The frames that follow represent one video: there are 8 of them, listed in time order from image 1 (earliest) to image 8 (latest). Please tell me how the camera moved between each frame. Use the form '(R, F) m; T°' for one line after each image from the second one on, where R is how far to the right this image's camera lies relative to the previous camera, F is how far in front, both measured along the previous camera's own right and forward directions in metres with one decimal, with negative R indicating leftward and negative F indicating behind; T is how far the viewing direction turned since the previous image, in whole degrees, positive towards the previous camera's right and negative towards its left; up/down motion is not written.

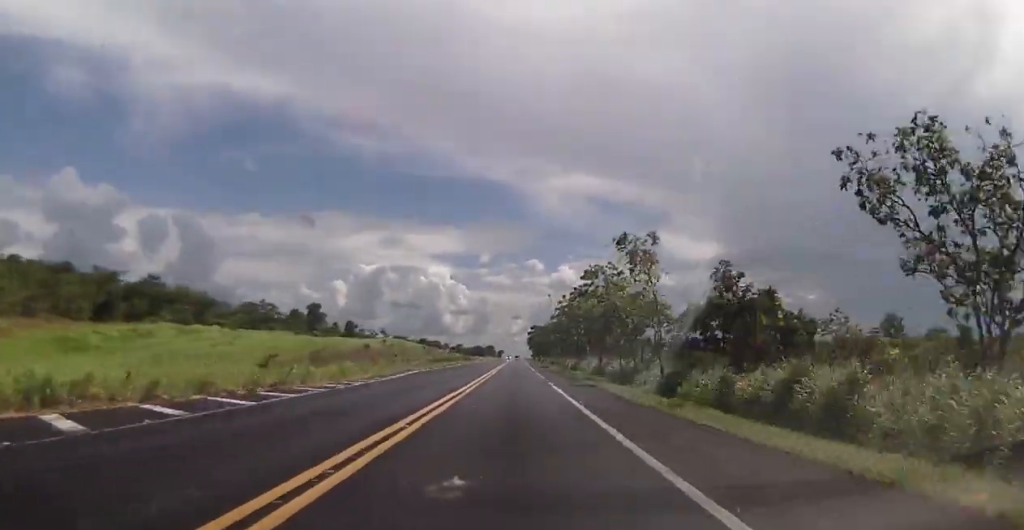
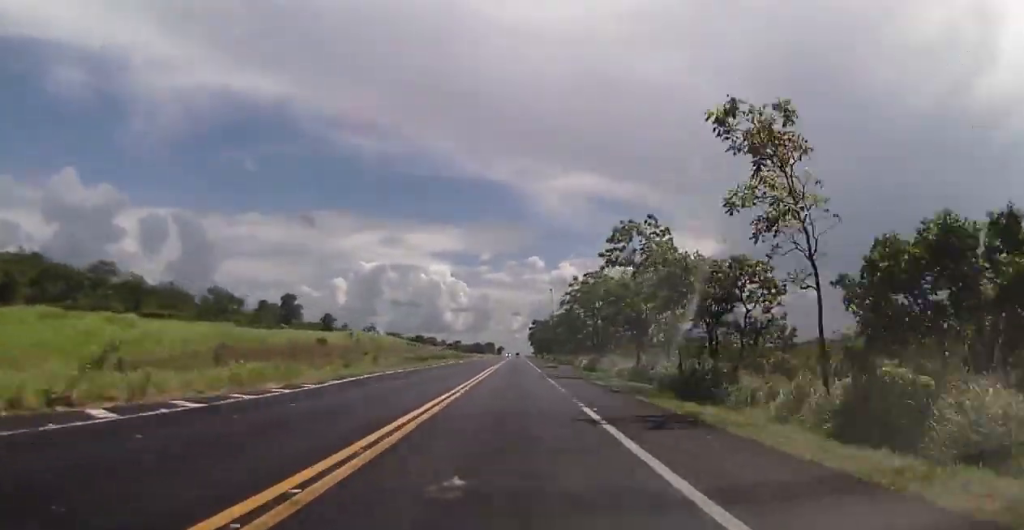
(+0.1, +18.5) m; 0°
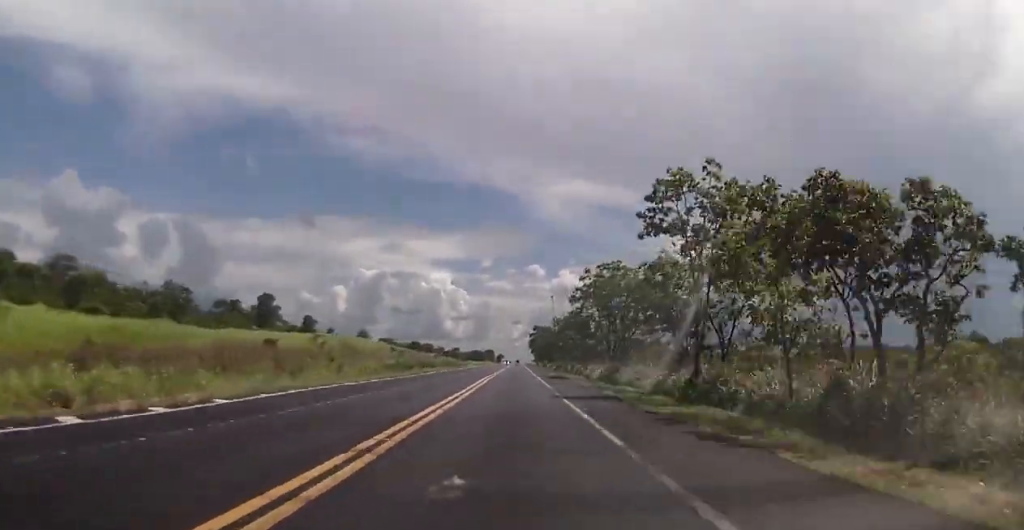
(0.0, +13.1) m; 0°
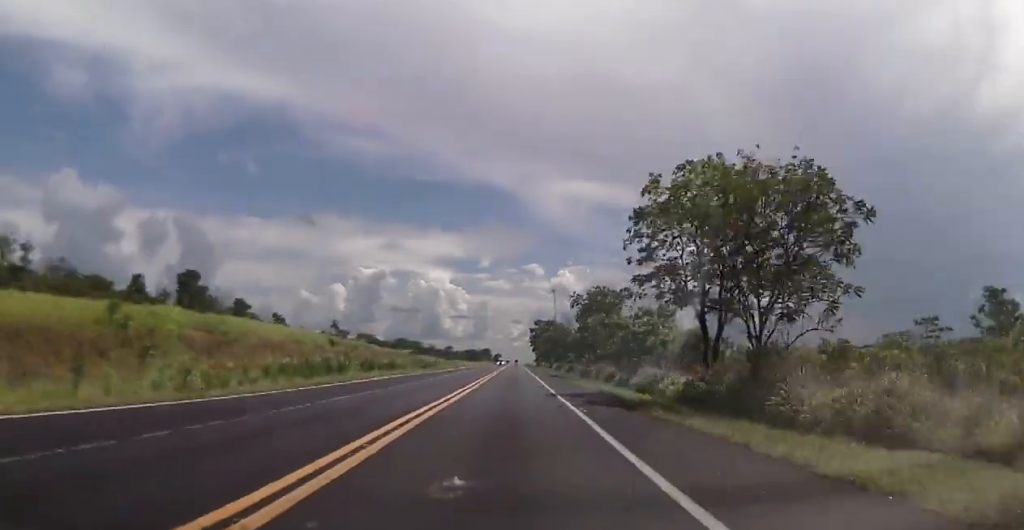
(0.0, +31.7) m; 0°
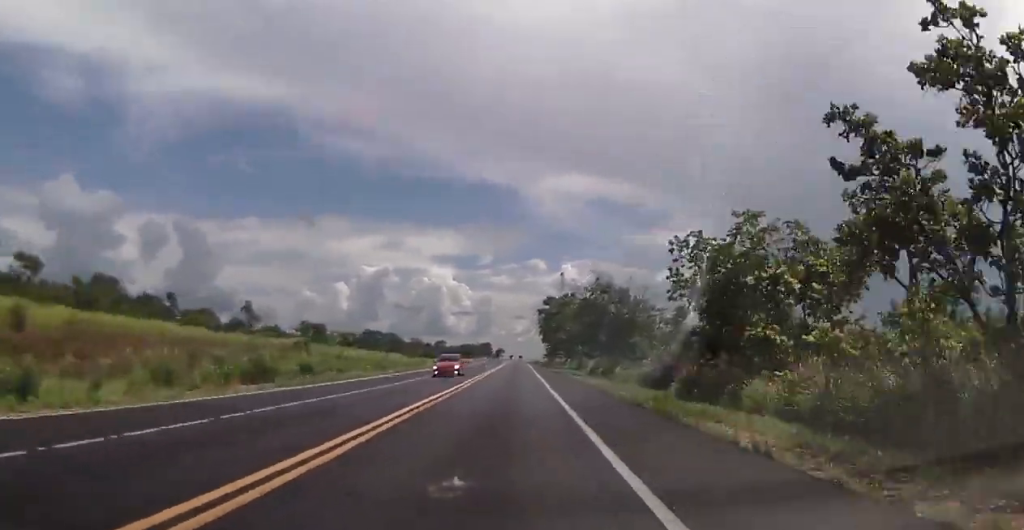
(0.0, +60.4) m; -1°
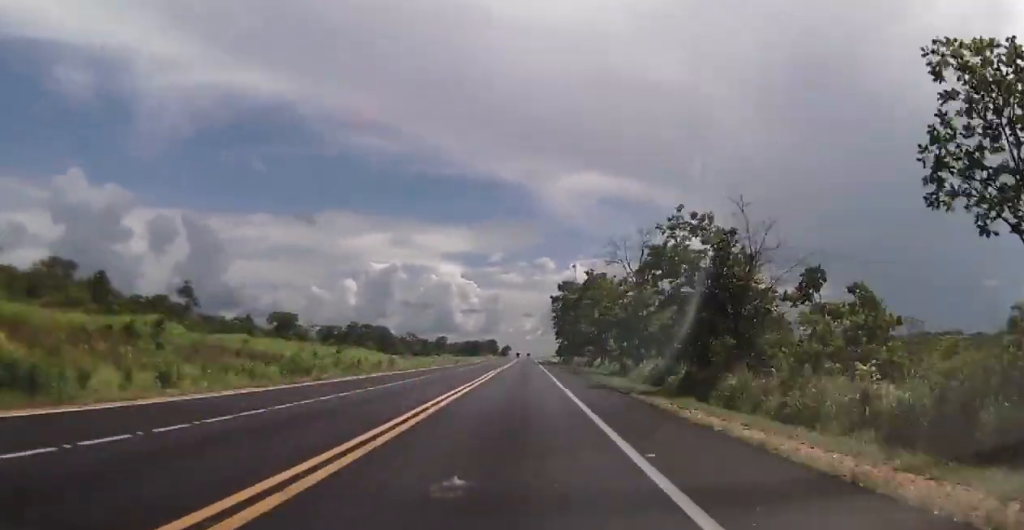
(-0.3, +26.5) m; 0°
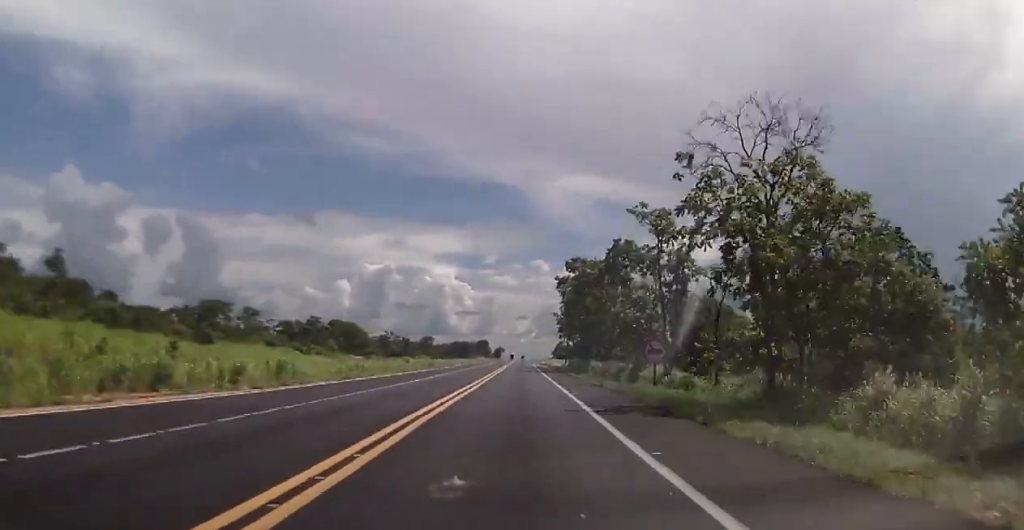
(0.0, +29.9) m; 0°
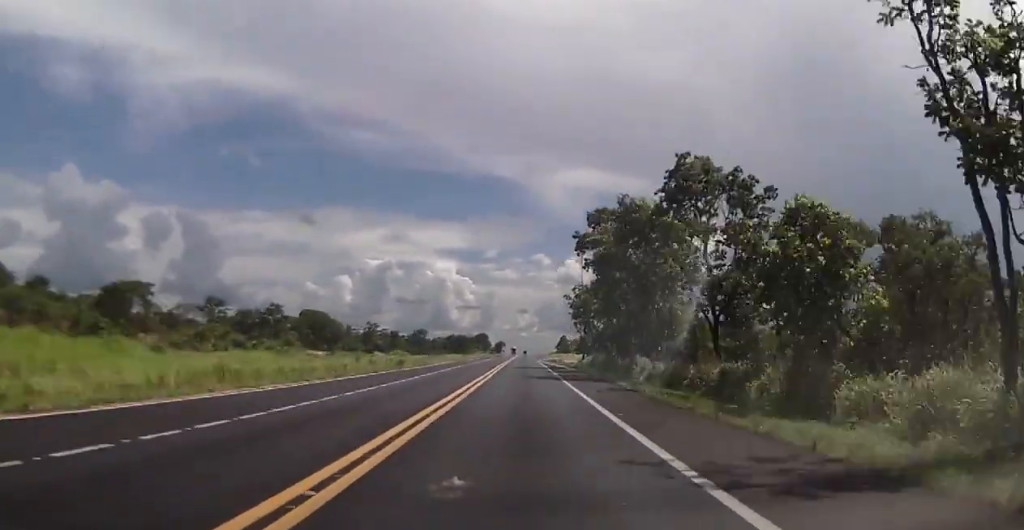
(+0.1, +25.5) m; 0°
